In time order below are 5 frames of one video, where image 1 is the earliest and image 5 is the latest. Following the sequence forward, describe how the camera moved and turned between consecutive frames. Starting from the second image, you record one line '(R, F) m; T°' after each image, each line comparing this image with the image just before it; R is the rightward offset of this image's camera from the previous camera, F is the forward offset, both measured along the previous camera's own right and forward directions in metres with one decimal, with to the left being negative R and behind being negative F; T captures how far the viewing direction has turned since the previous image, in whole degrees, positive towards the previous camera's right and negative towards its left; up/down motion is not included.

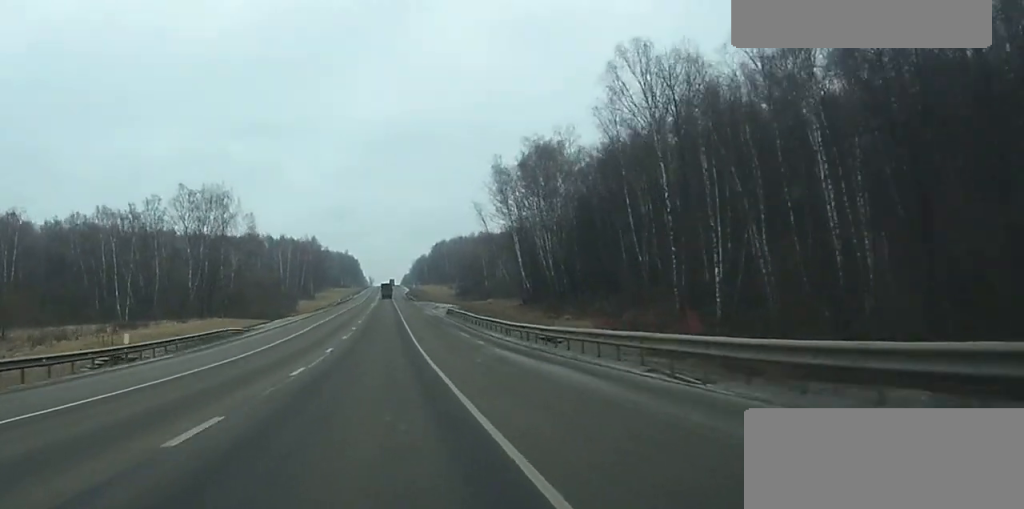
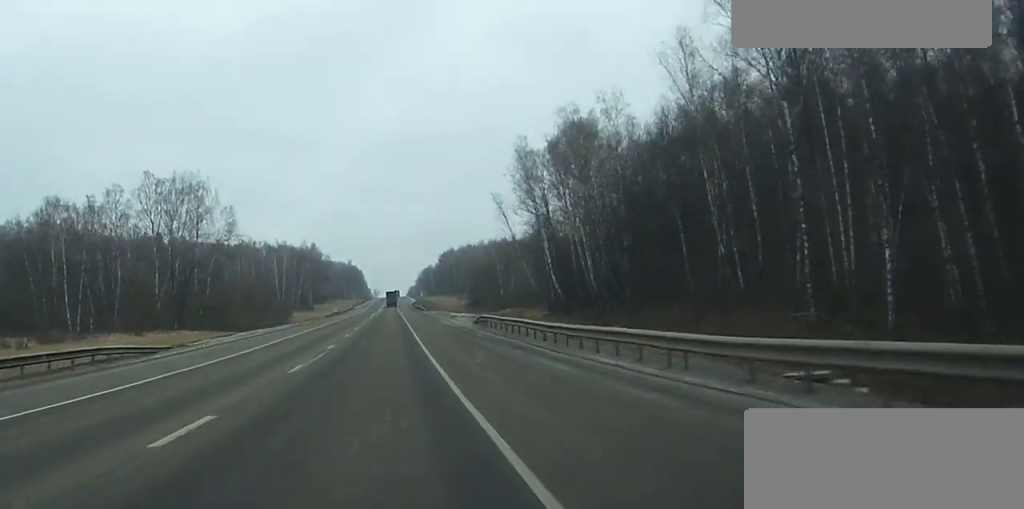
(0.0, +24.9) m; 0°
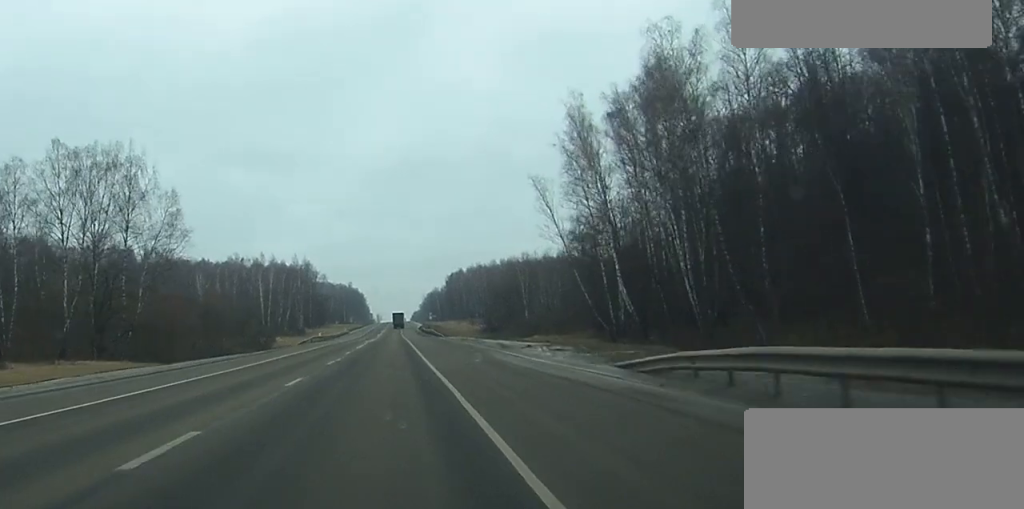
(-0.1, +37.6) m; 0°
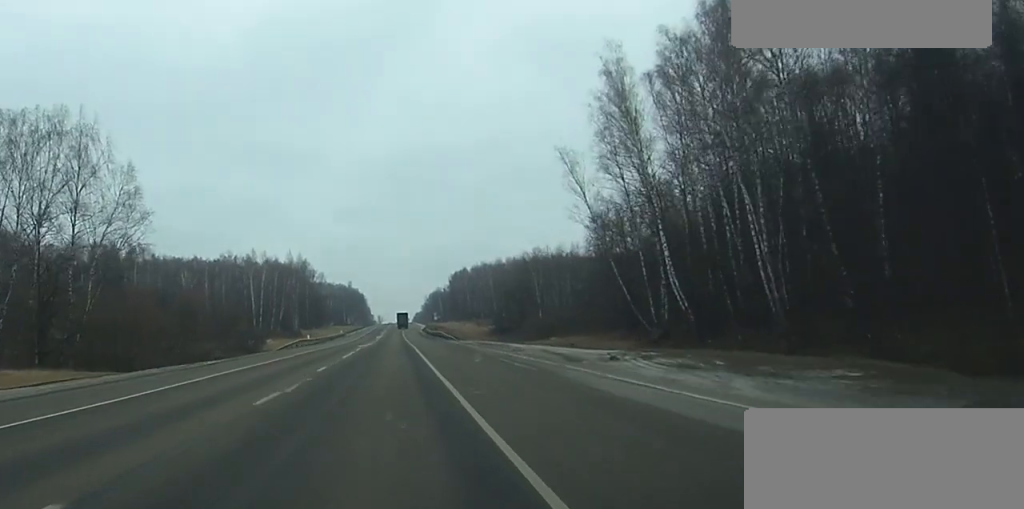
(0.0, +16.7) m; 0°
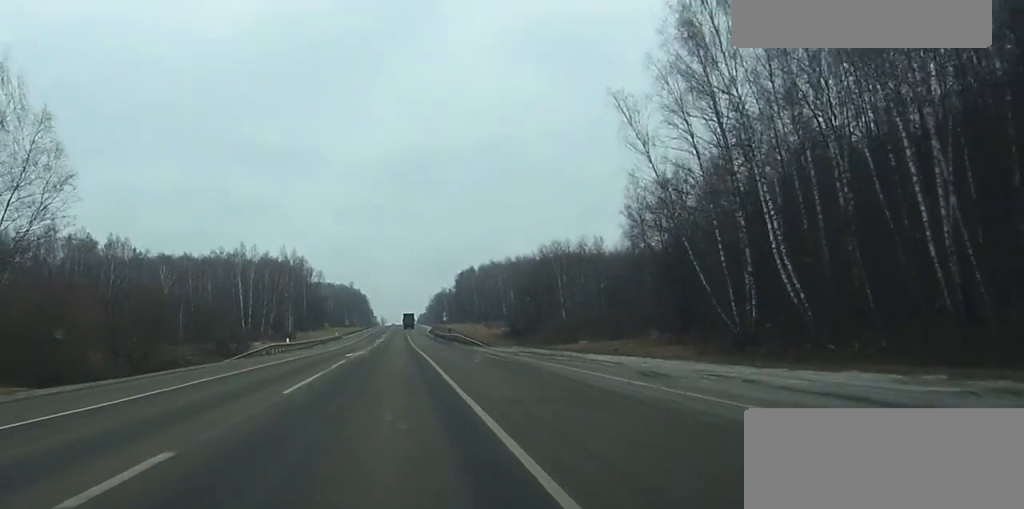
(-0.1, +21.3) m; 0°
